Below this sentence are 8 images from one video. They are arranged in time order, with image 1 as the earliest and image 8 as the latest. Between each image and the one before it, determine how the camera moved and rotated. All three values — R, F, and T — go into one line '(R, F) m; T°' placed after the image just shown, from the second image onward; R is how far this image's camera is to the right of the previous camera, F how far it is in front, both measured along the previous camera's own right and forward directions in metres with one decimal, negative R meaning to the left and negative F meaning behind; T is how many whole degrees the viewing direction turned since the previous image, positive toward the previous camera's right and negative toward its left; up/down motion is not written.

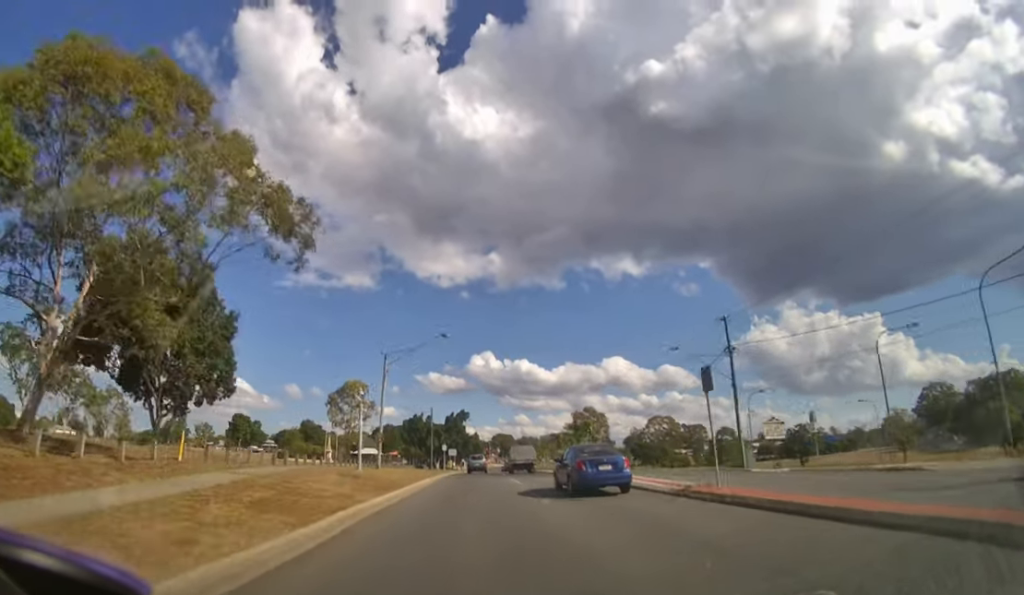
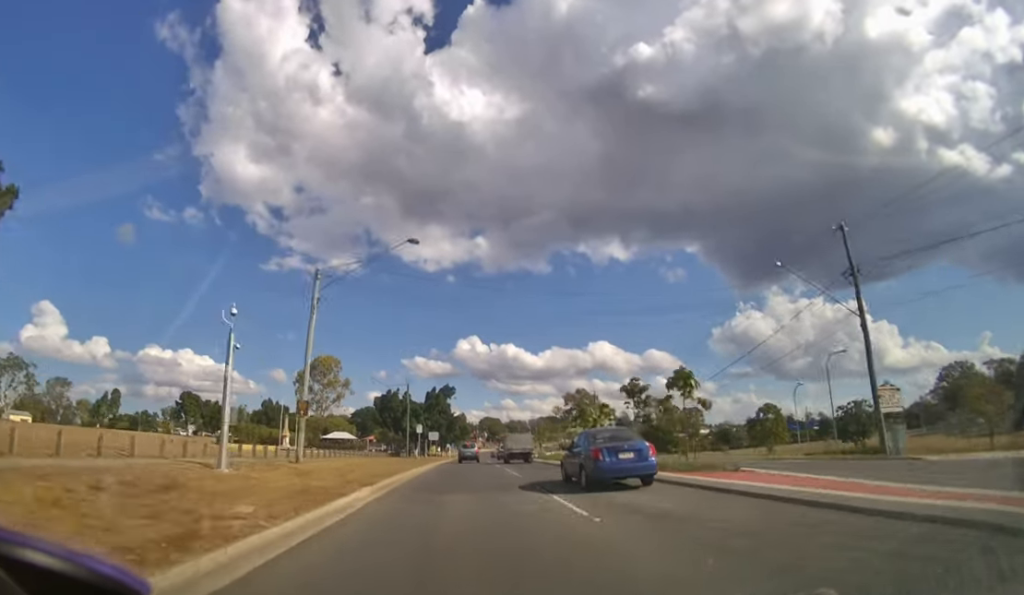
(+0.3, +17.1) m; +2°
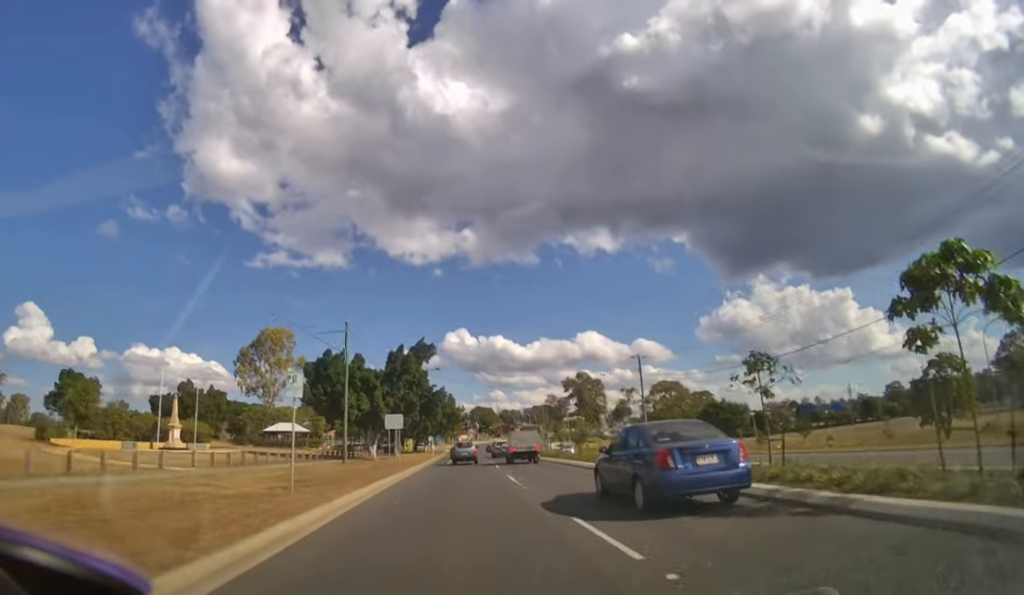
(+0.6, +31.3) m; +2°
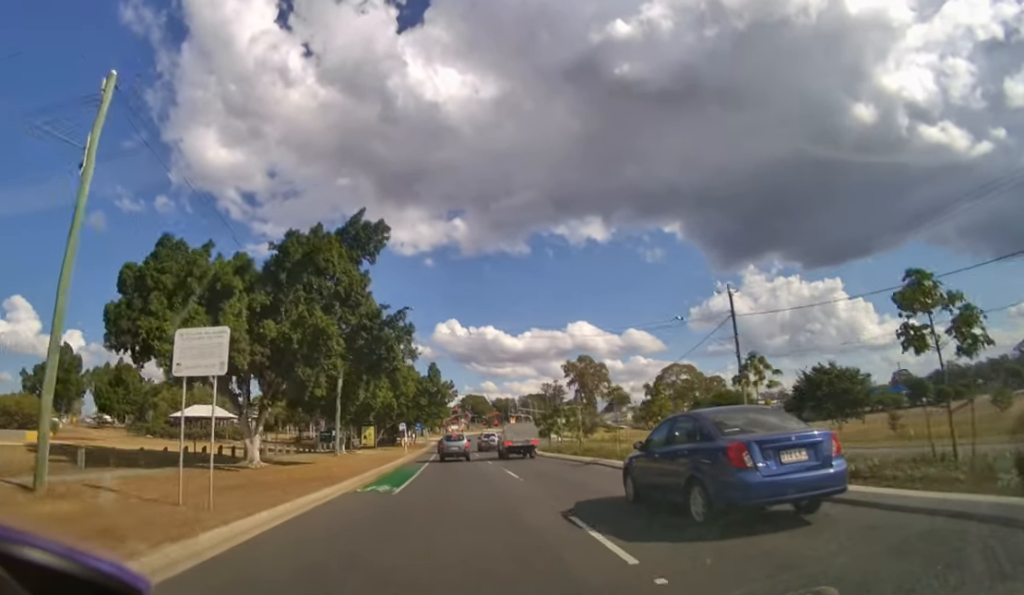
(+0.2, +24.1) m; +1°
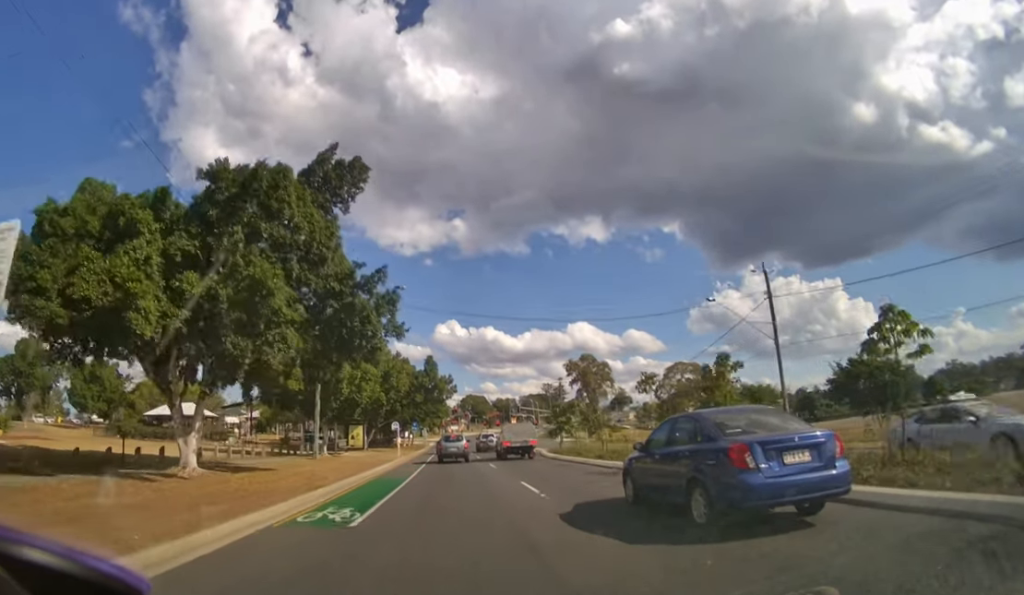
(0.0, +4.9) m; 0°
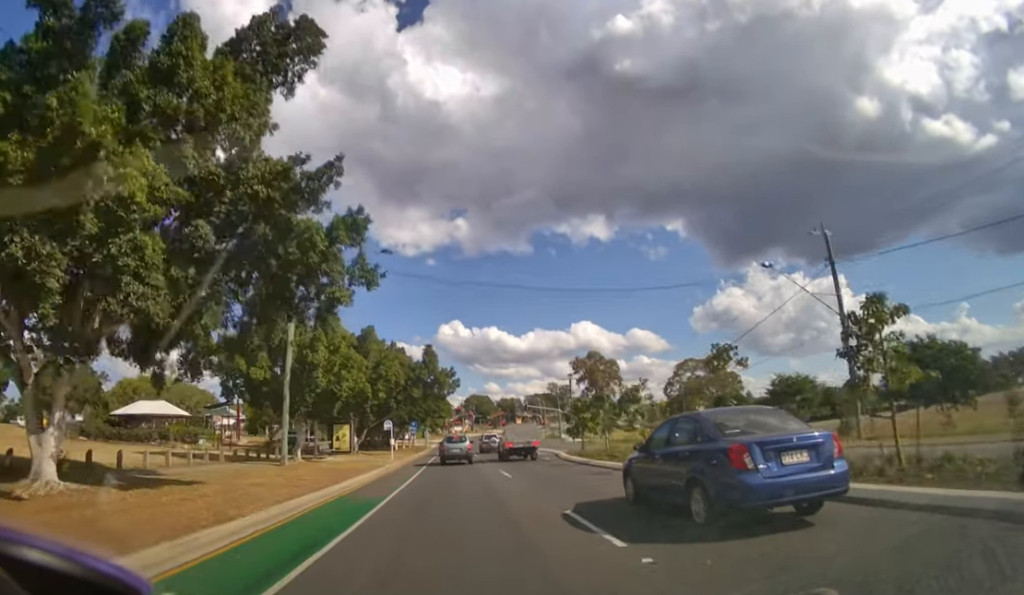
(0.0, +5.7) m; 0°
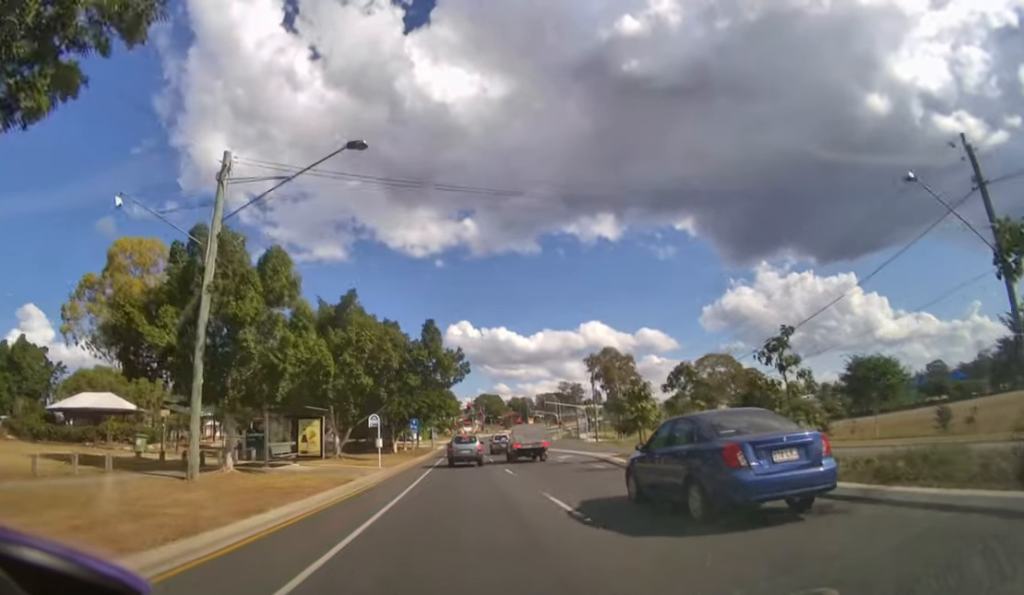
(-0.1, +8.6) m; -1°
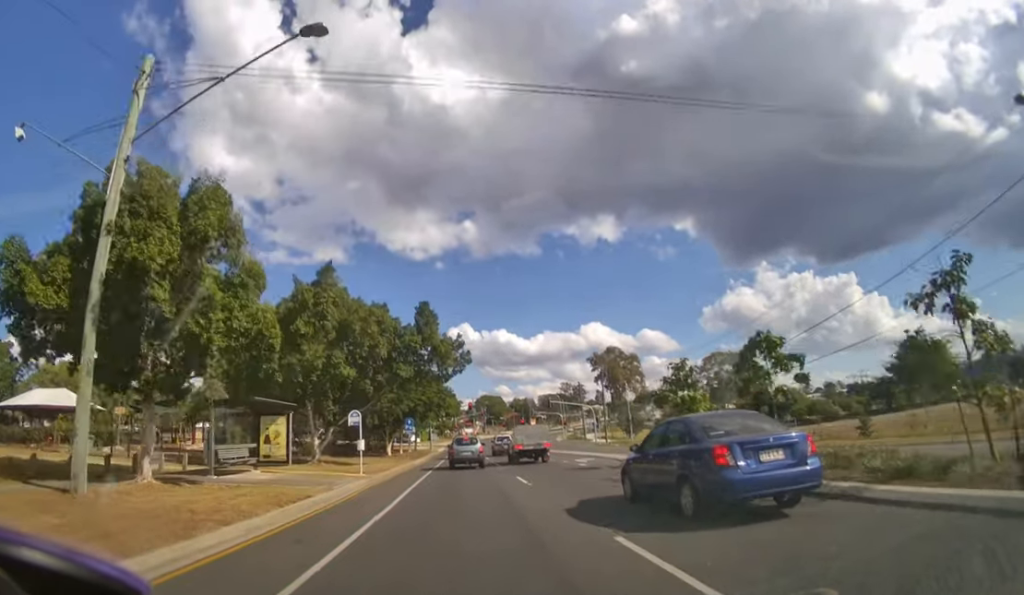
(0.0, +4.2) m; 0°
